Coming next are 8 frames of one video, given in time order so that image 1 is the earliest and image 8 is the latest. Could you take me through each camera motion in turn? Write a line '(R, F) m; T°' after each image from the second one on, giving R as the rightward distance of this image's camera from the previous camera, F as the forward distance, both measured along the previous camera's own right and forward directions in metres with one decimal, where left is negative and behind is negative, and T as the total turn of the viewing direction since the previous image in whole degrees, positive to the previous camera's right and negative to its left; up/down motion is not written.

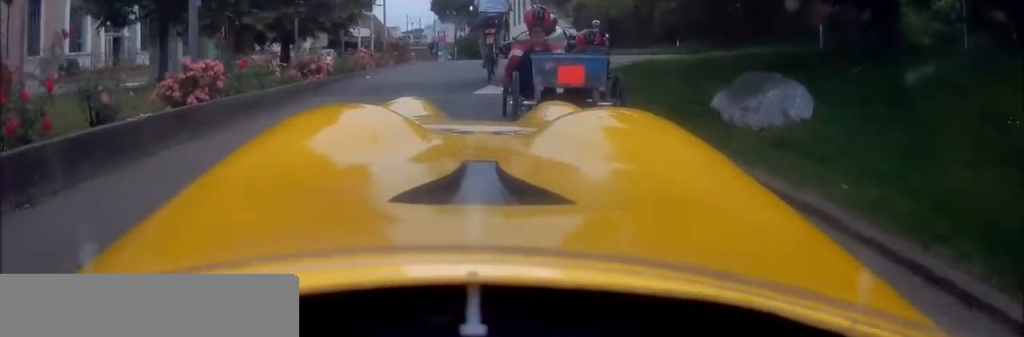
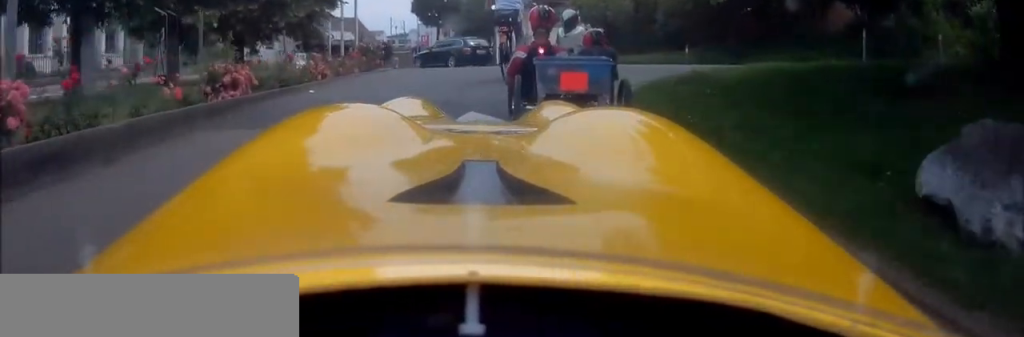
(+0.3, +3.1) m; 0°
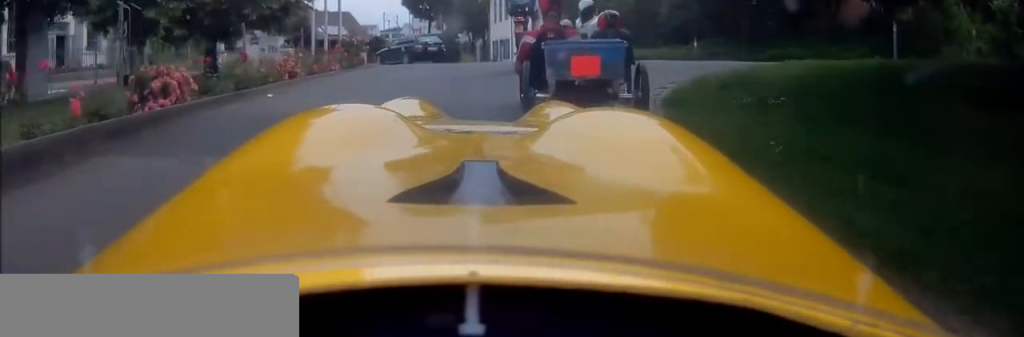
(-0.2, +1.5) m; -3°
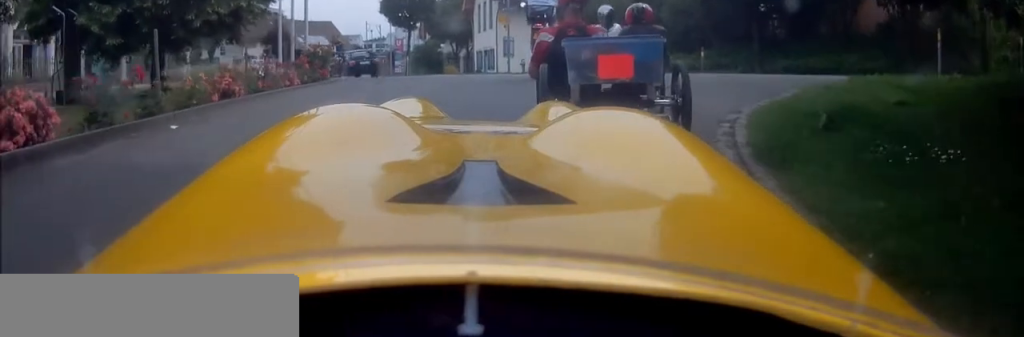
(-0.1, +2.1) m; 0°
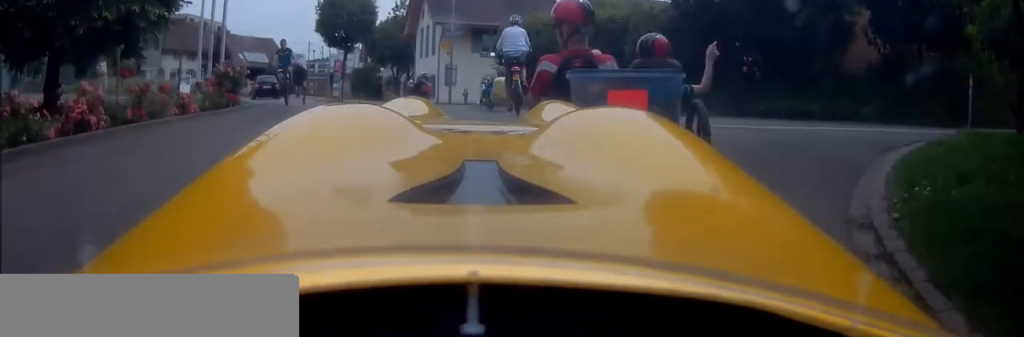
(+0.3, +3.2) m; +6°
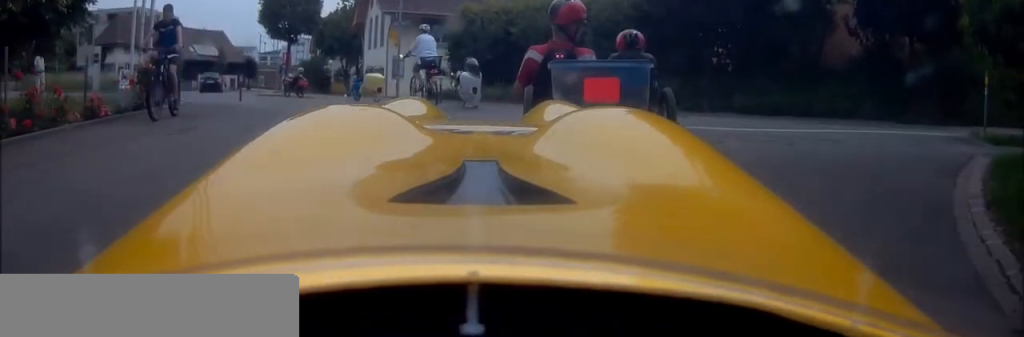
(-0.1, +2.4) m; +4°
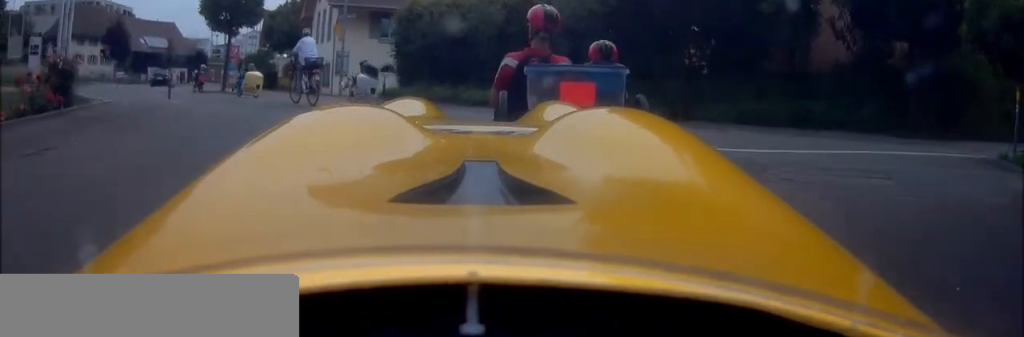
(+0.2, +1.7) m; +18°
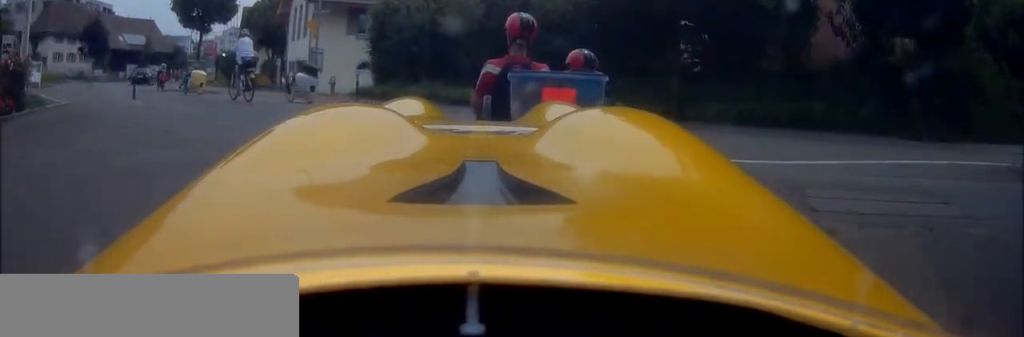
(+0.1, +0.9) m; +9°
